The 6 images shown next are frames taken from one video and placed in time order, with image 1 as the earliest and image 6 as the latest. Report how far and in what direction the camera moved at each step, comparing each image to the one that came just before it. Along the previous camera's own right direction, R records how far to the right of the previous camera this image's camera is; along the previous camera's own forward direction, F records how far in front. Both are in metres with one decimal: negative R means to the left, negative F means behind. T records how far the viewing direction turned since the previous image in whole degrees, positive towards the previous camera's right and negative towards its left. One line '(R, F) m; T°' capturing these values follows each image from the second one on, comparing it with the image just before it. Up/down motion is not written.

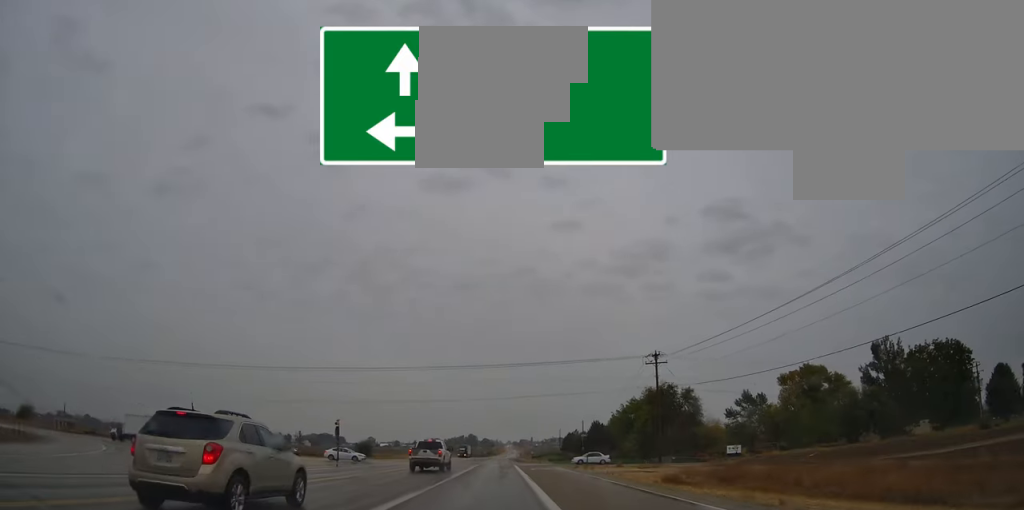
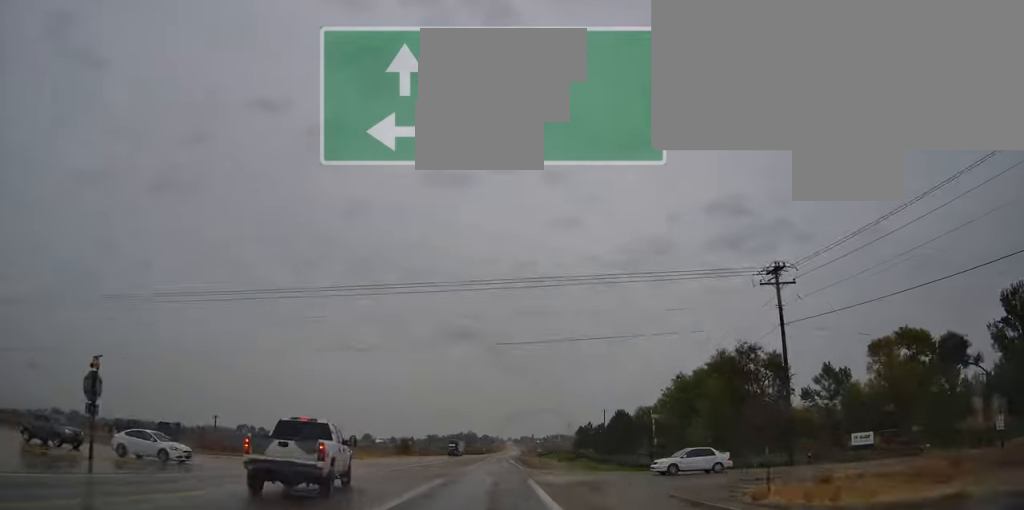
(-0.2, +37.9) m; 0°
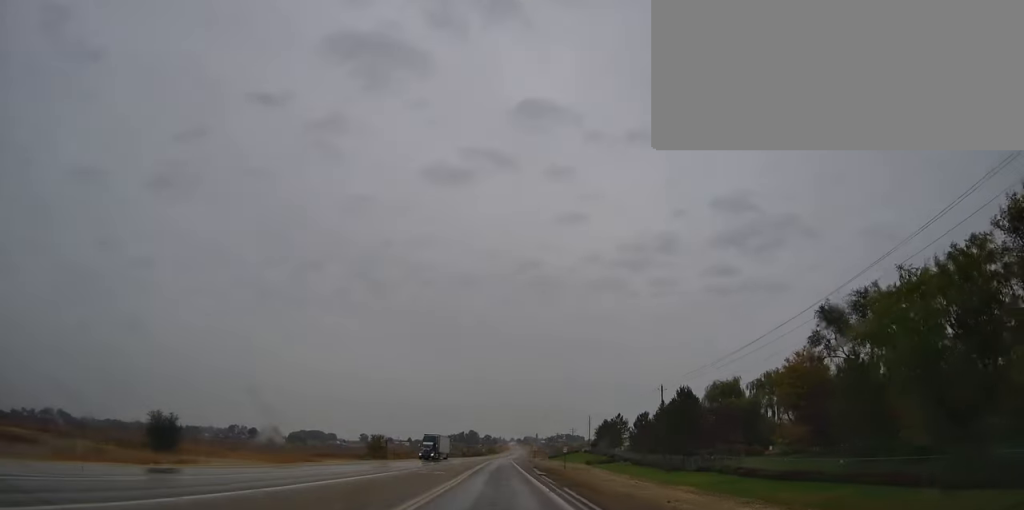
(-0.2, +48.8) m; 0°
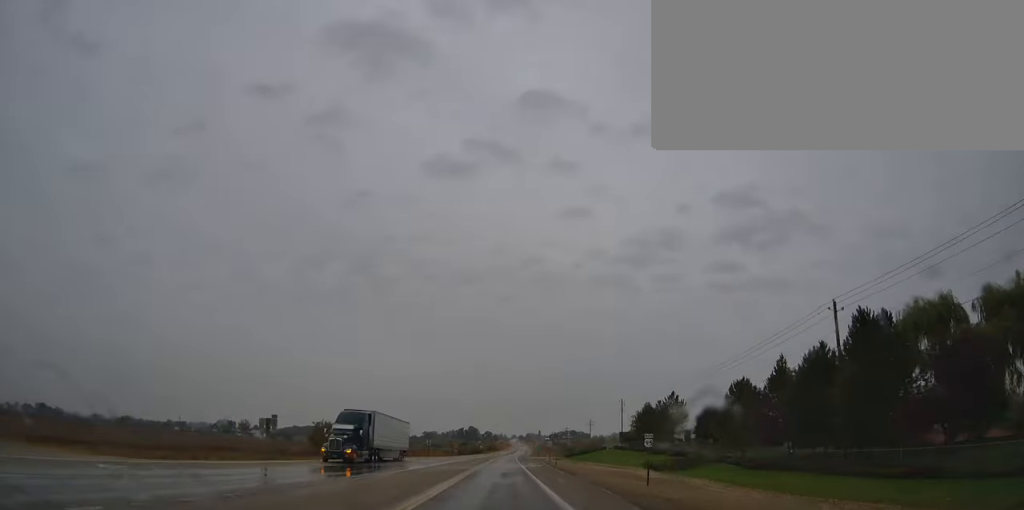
(+0.2, +48.1) m; 0°
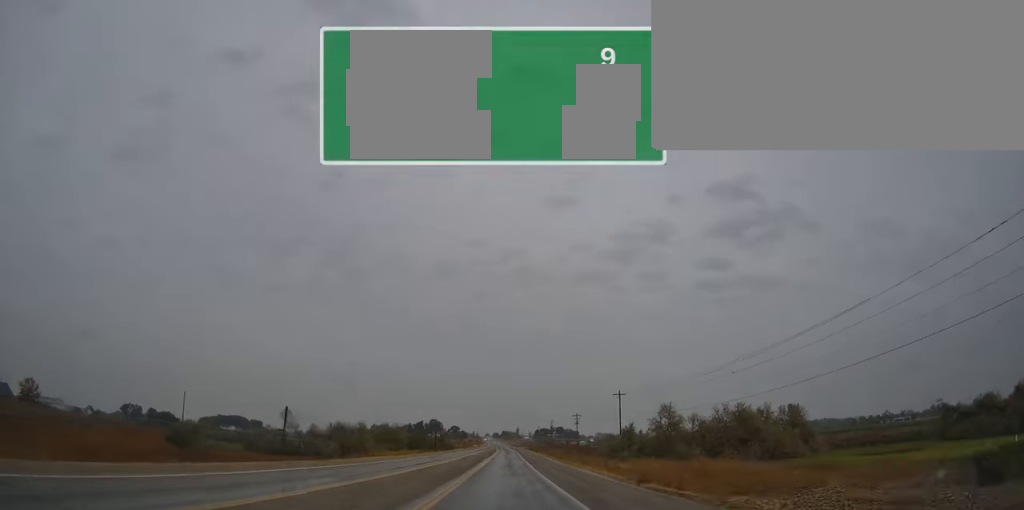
(+2.7, +199.1) m; +2°
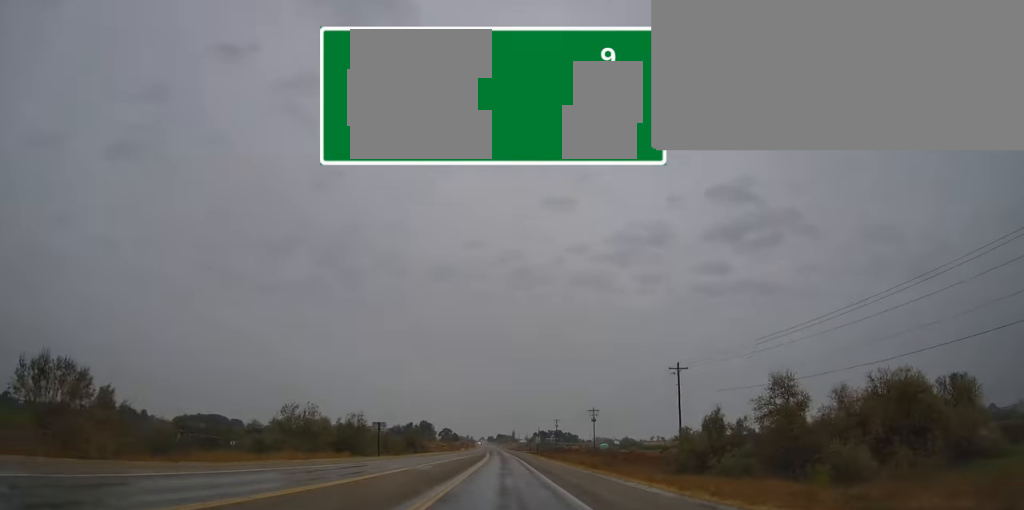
(+0.3, +48.5) m; 0°
